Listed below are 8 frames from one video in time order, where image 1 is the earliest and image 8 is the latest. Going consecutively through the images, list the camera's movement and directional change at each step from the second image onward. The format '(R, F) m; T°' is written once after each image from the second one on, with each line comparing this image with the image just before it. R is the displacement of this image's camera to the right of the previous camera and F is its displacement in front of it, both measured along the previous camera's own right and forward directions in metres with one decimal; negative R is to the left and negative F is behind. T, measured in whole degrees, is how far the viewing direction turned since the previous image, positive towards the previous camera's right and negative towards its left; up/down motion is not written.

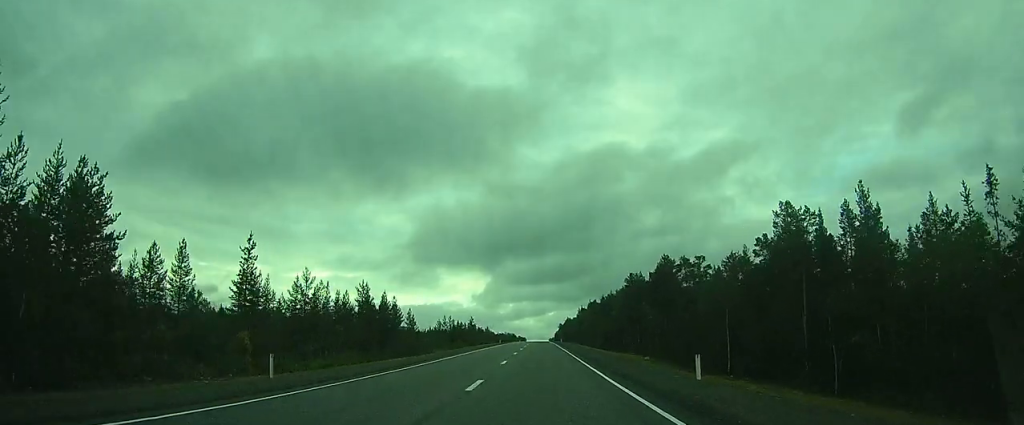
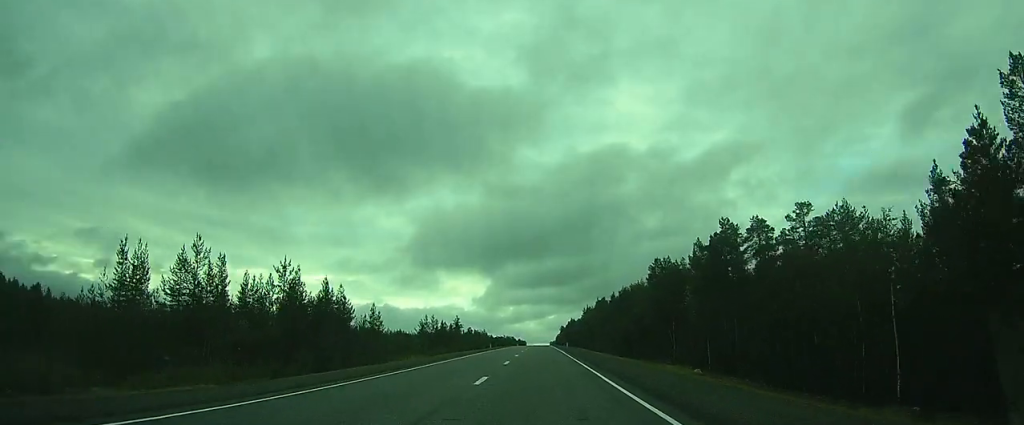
(0.0, +22.2) m; 0°
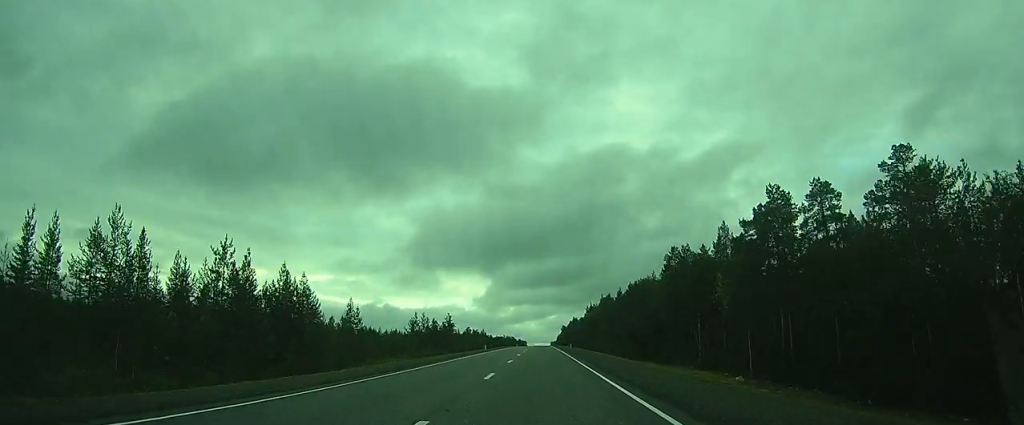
(+0.1, +10.0) m; 0°
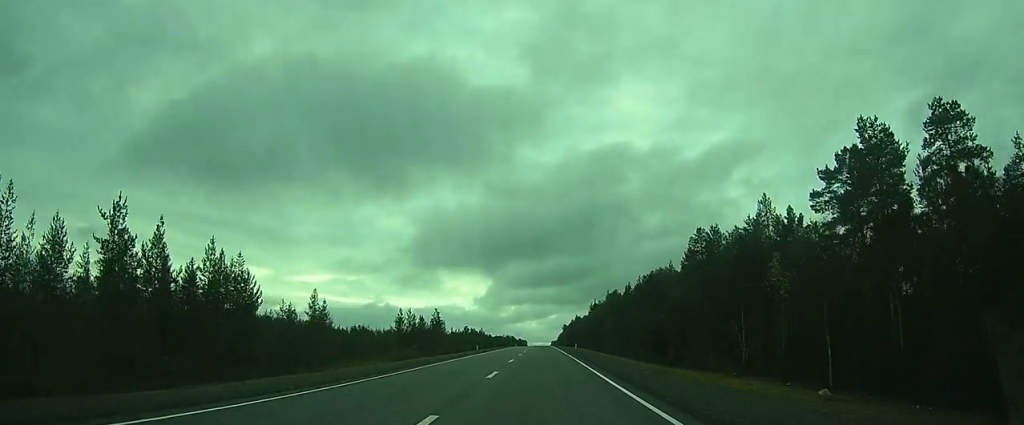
(+0.1, +11.5) m; 0°
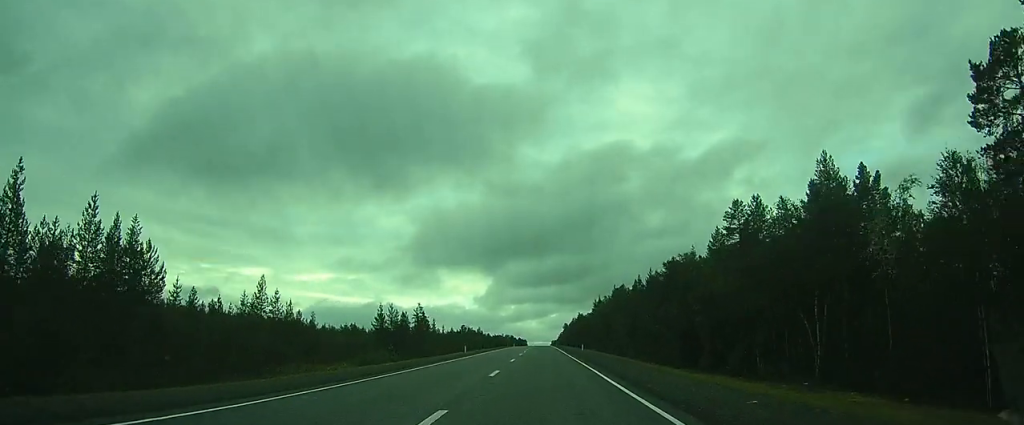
(-0.1, +11.5) m; 0°
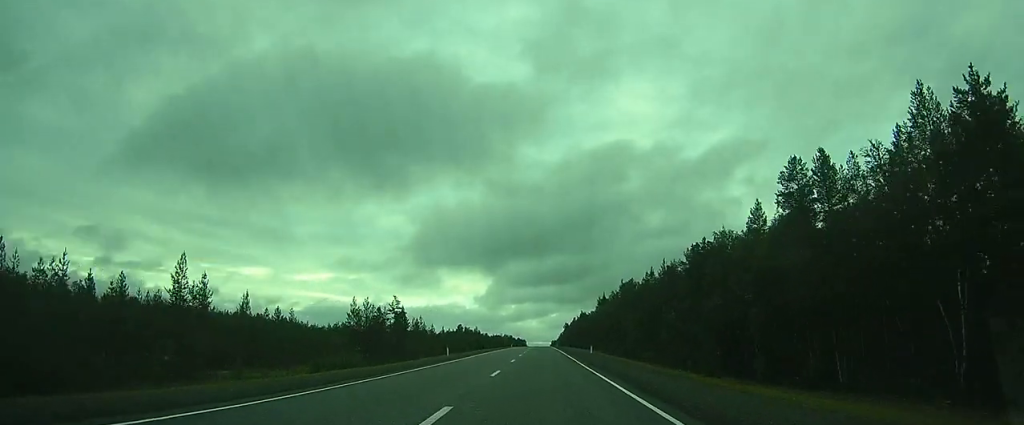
(0.0, +11.5) m; 0°
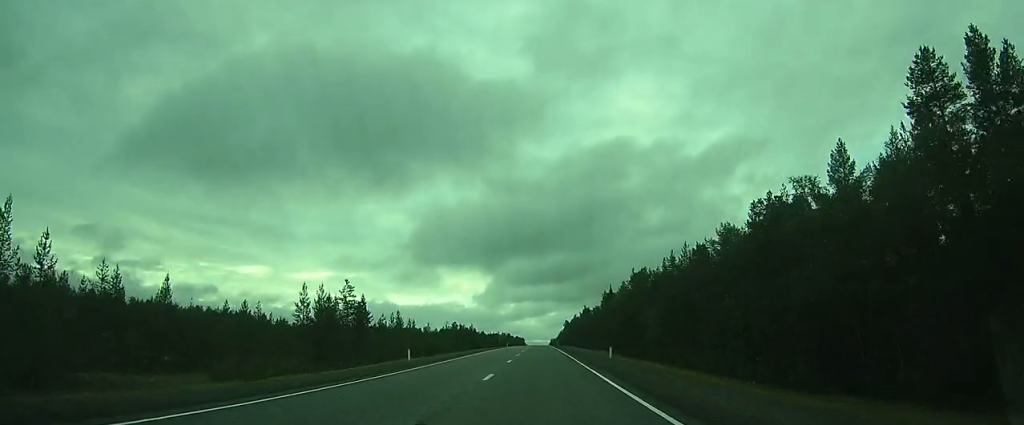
(0.0, +14.5) m; 0°
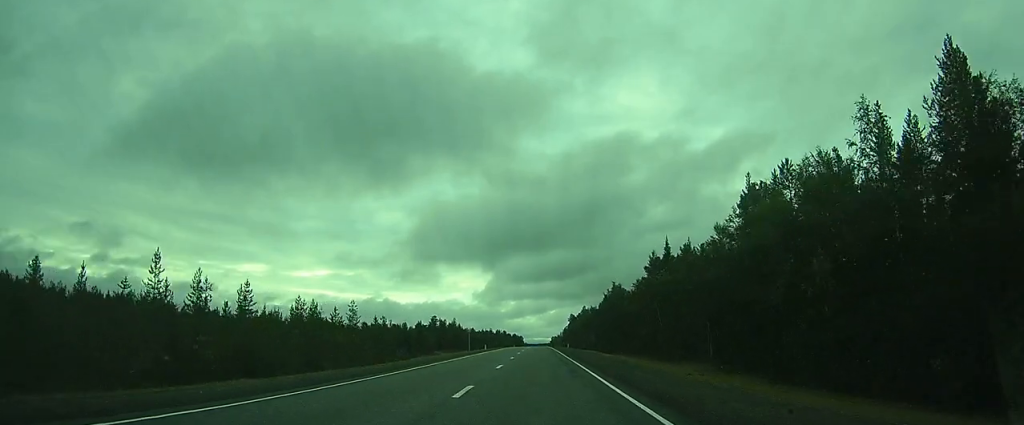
(+0.2, +53.6) m; 0°
